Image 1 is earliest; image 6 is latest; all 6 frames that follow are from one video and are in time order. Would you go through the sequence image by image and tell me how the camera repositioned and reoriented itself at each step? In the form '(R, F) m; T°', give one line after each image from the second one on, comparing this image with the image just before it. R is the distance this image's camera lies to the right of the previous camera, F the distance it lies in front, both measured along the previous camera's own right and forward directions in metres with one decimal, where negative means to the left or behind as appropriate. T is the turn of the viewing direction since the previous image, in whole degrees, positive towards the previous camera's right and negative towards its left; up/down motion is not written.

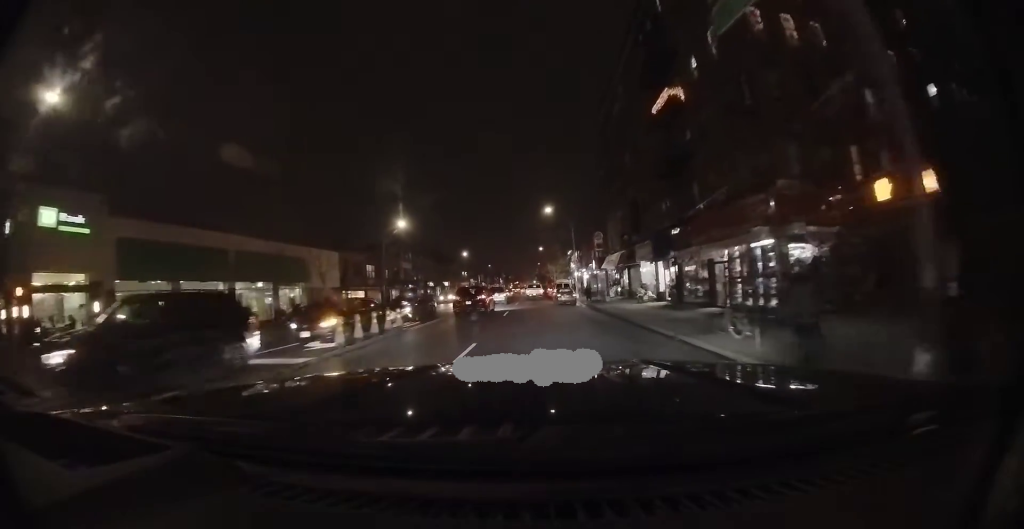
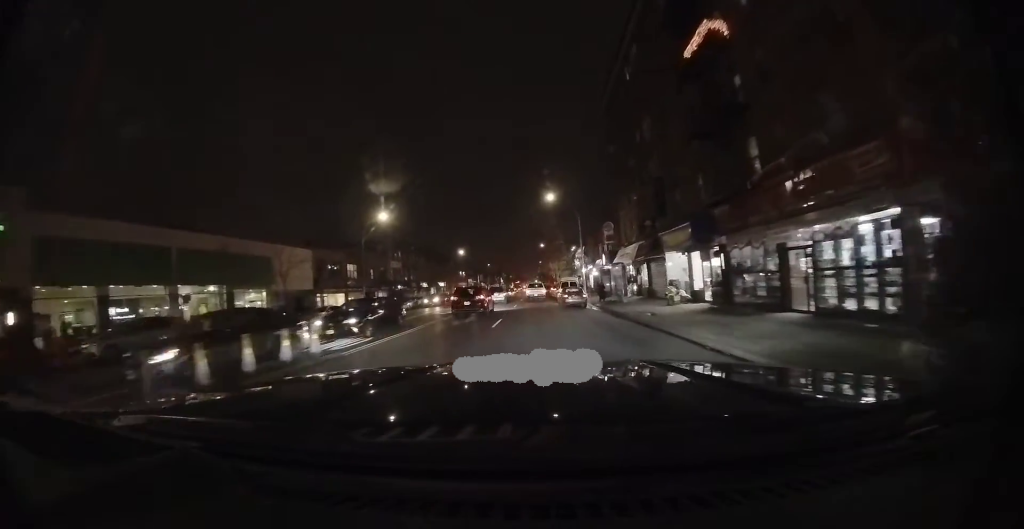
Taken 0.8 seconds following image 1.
(0.0, +5.8) m; 0°
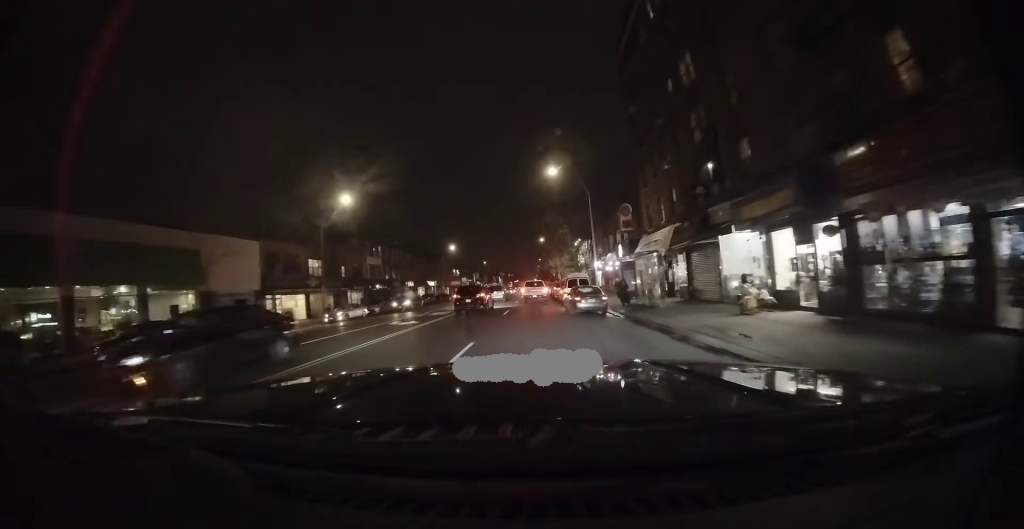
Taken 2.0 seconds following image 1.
(-0.1, +7.6) m; 0°
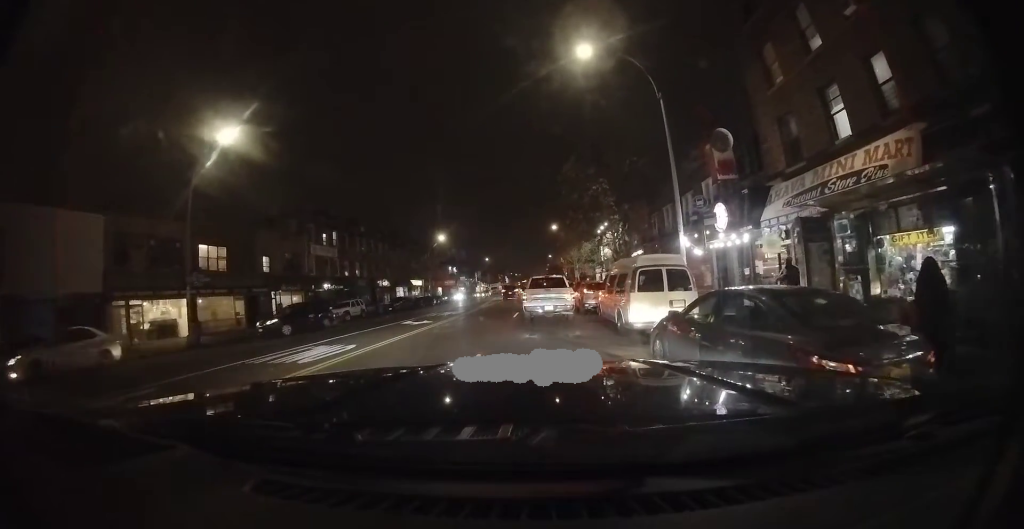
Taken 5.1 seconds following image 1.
(-0.7, +11.8) m; -12°
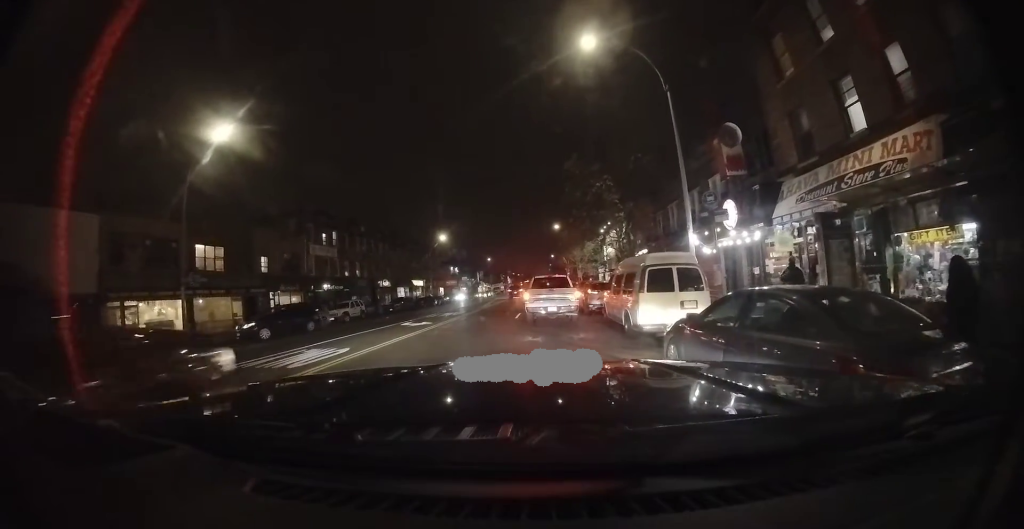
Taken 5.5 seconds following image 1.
(-0.1, +0.7) m; 0°
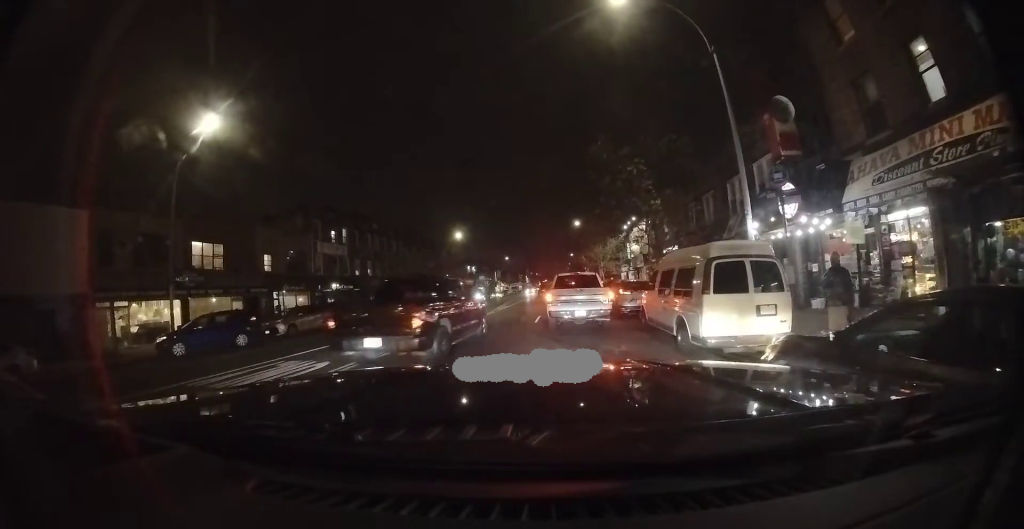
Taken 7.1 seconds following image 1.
(-0.1, +0.6) m; 0°
